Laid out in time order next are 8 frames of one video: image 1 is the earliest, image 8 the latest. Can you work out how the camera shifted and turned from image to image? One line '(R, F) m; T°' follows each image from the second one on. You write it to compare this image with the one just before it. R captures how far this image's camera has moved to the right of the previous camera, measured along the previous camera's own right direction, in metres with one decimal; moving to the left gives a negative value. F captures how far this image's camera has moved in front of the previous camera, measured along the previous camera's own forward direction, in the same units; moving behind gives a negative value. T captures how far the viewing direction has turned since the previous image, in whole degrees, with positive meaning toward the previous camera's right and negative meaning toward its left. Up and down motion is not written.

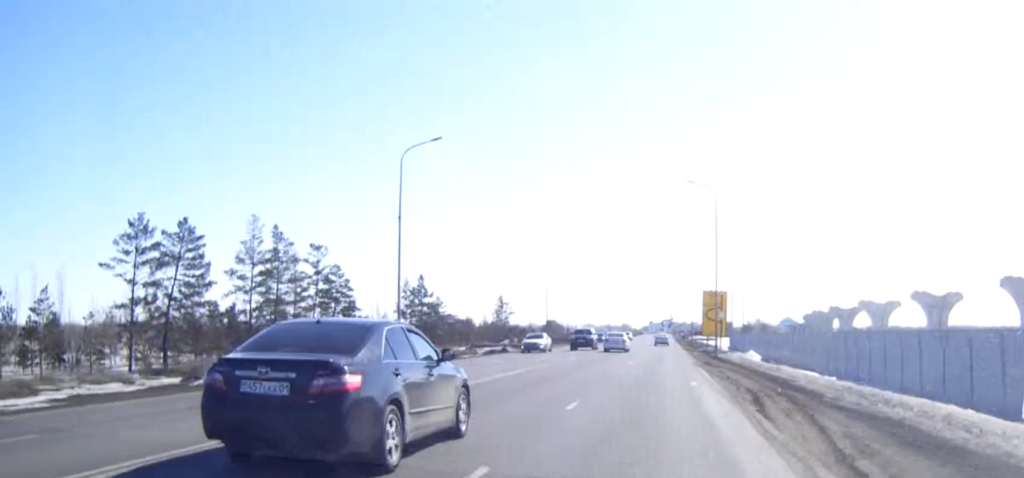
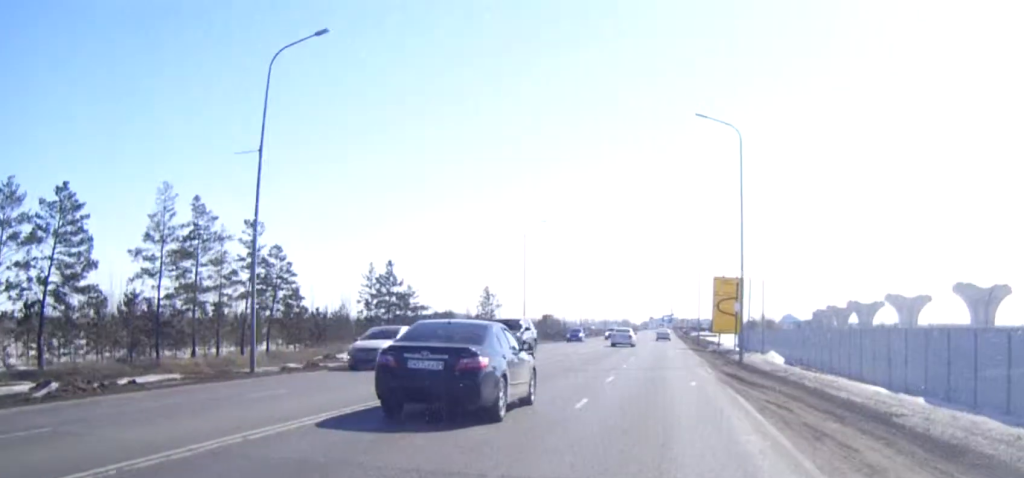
(0.0, +15.6) m; 0°
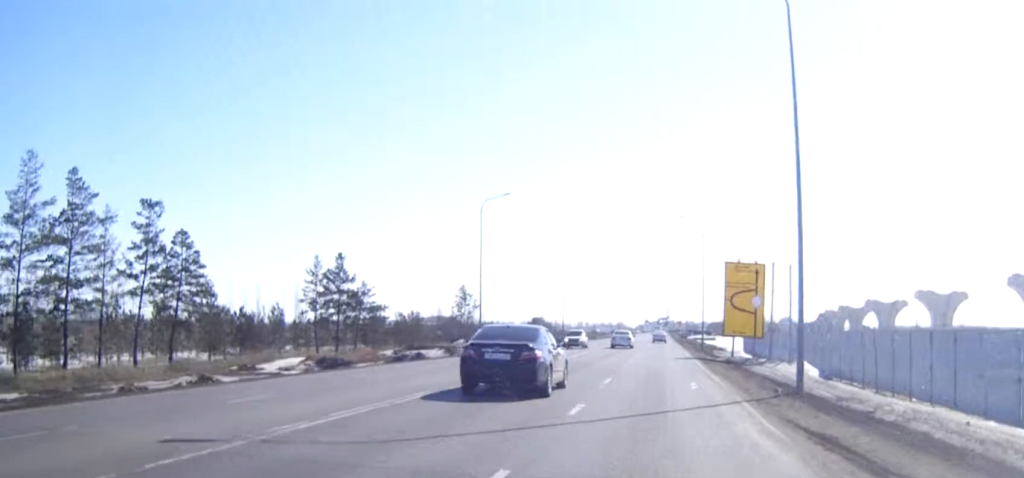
(0.0, +16.6) m; 0°
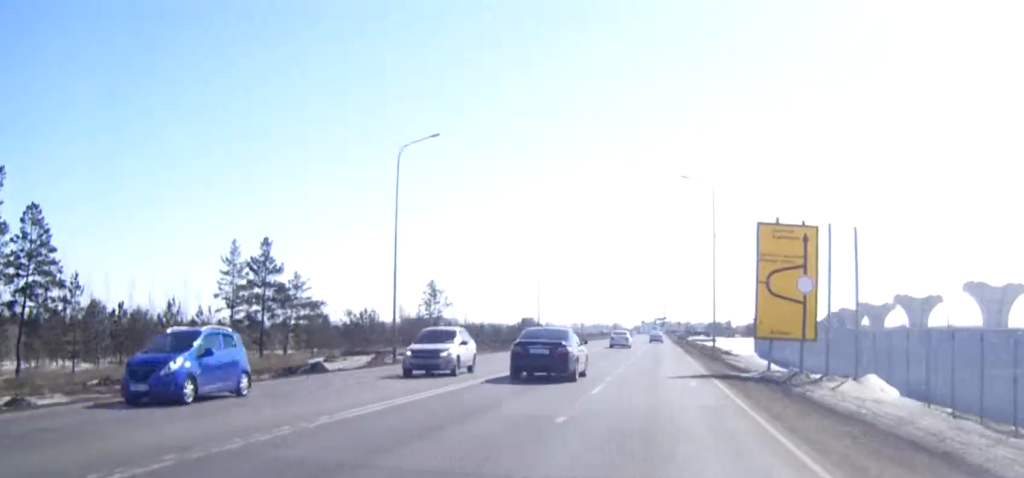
(0.0, +18.6) m; 0°
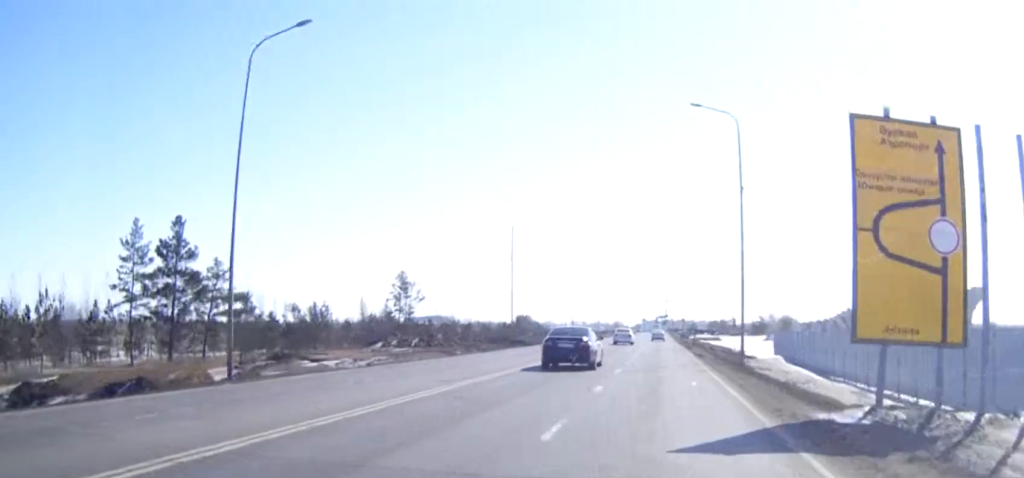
(0.0, +16.6) m; 0°
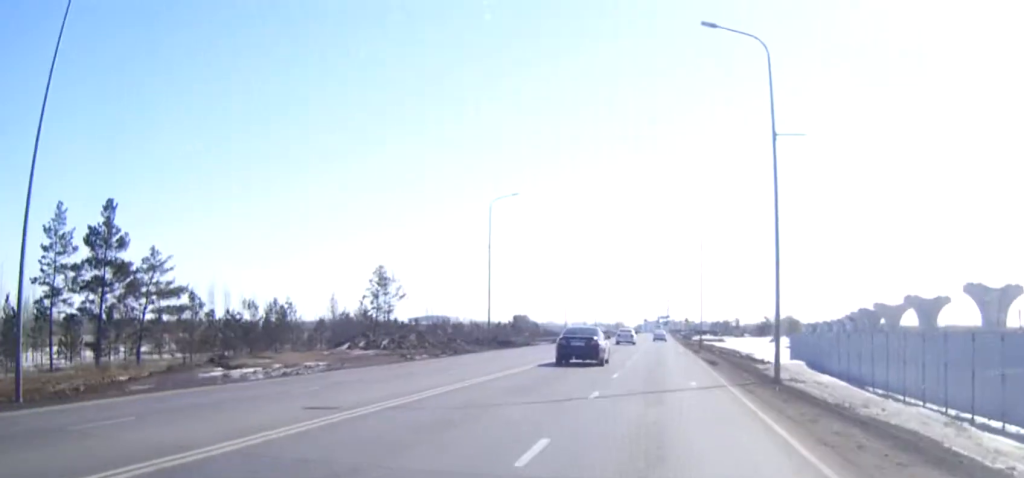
(0.0, +10.0) m; 0°
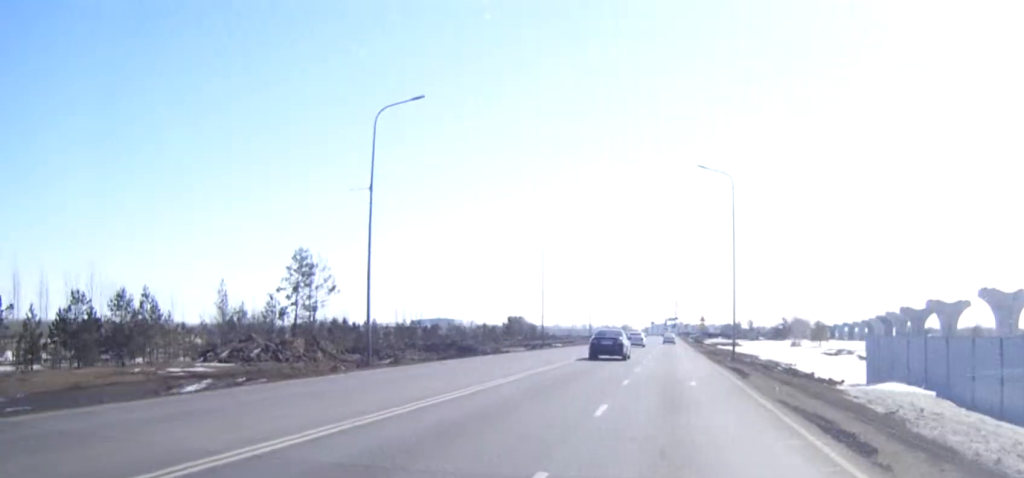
(-0.1, +26.5) m; 0°
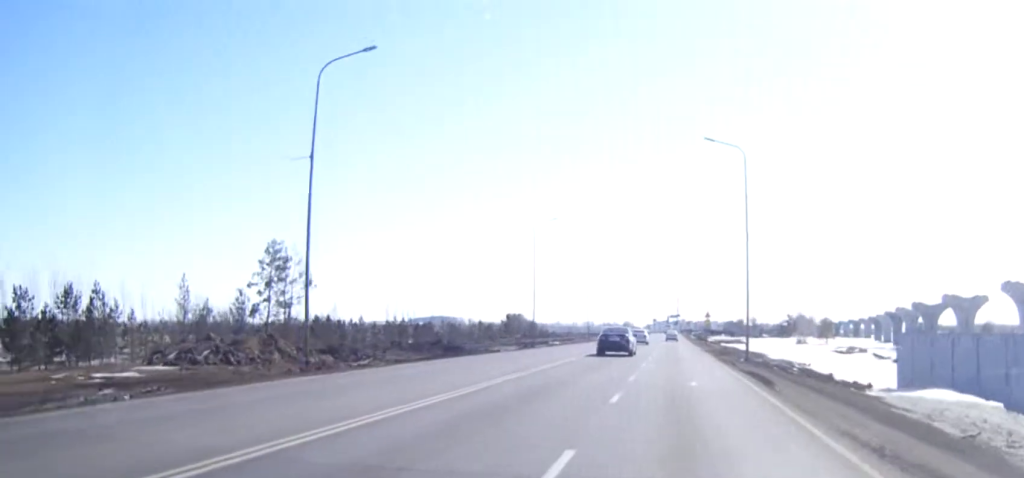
(0.0, +6.5) m; 0°
